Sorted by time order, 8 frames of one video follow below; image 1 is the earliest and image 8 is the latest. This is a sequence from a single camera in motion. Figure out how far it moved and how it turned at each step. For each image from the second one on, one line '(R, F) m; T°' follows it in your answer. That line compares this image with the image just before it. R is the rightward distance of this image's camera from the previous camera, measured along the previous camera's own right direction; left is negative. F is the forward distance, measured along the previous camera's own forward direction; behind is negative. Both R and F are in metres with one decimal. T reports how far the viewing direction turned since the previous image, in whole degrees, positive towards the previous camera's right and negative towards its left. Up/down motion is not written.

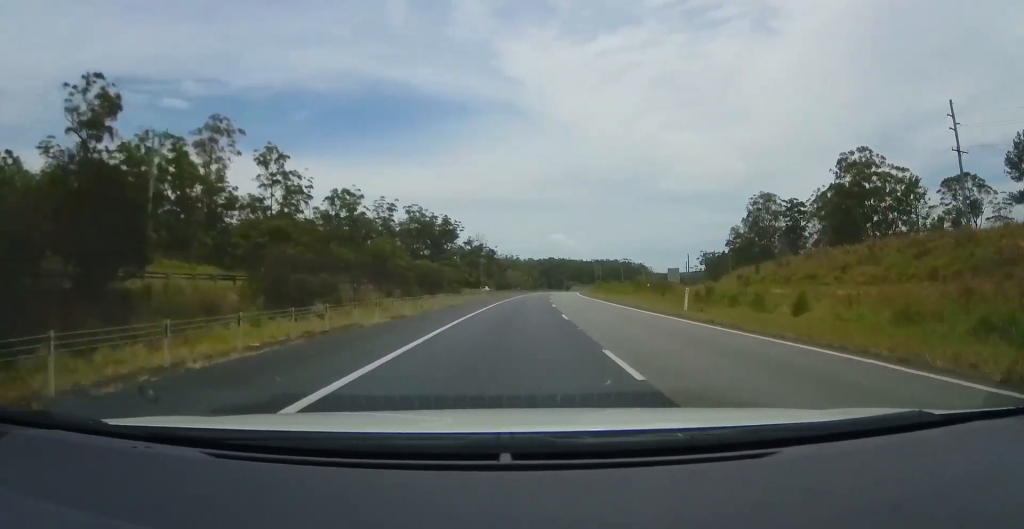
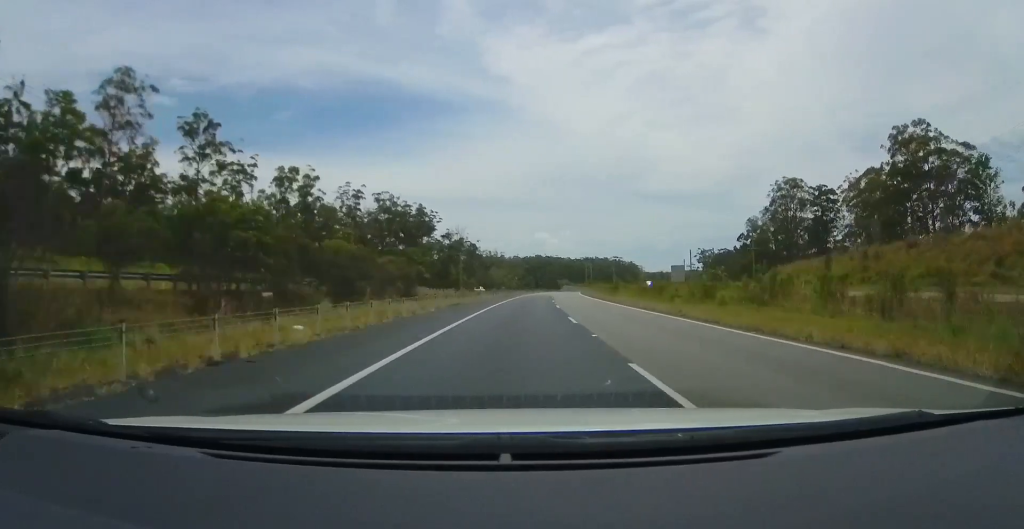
(+0.6, +24.9) m; +1°
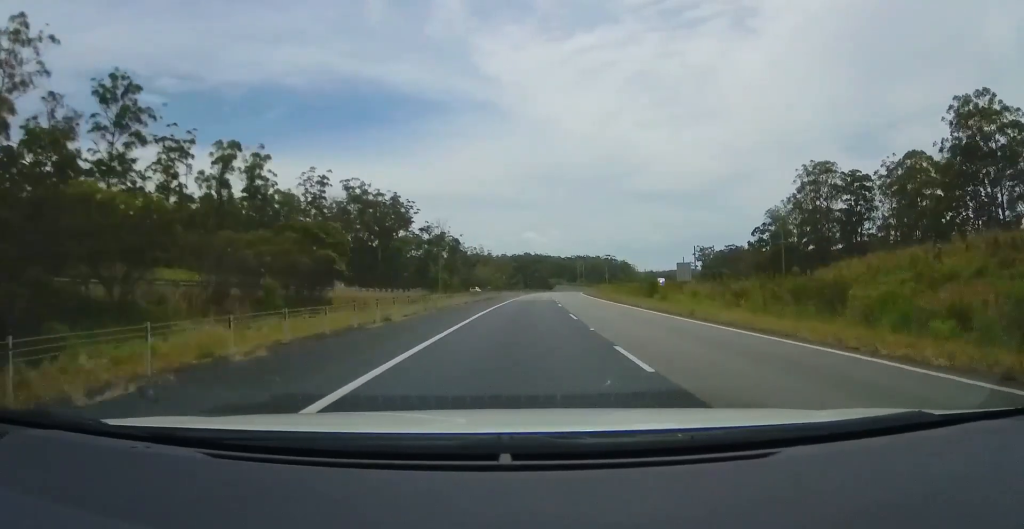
(-0.2, +22.7) m; +1°
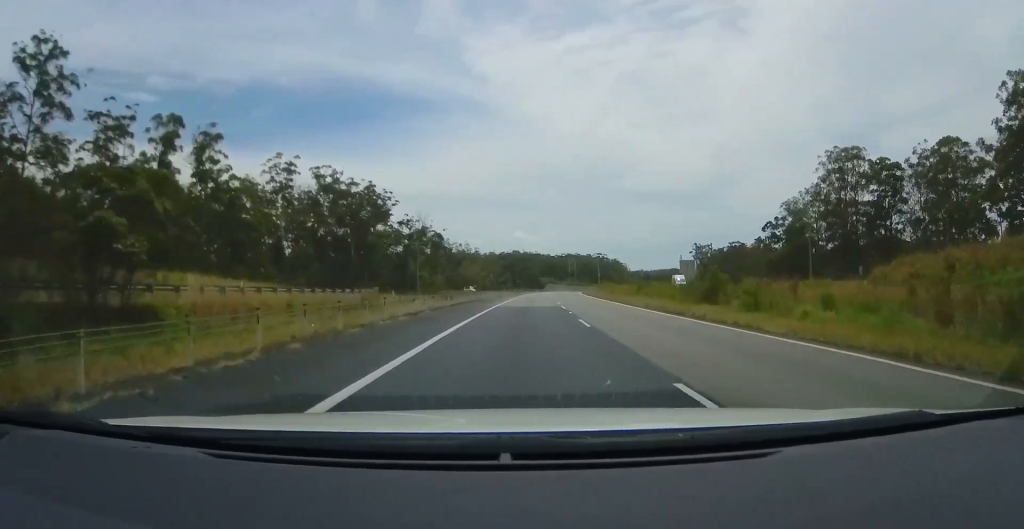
(+0.2, +15.5) m; +1°
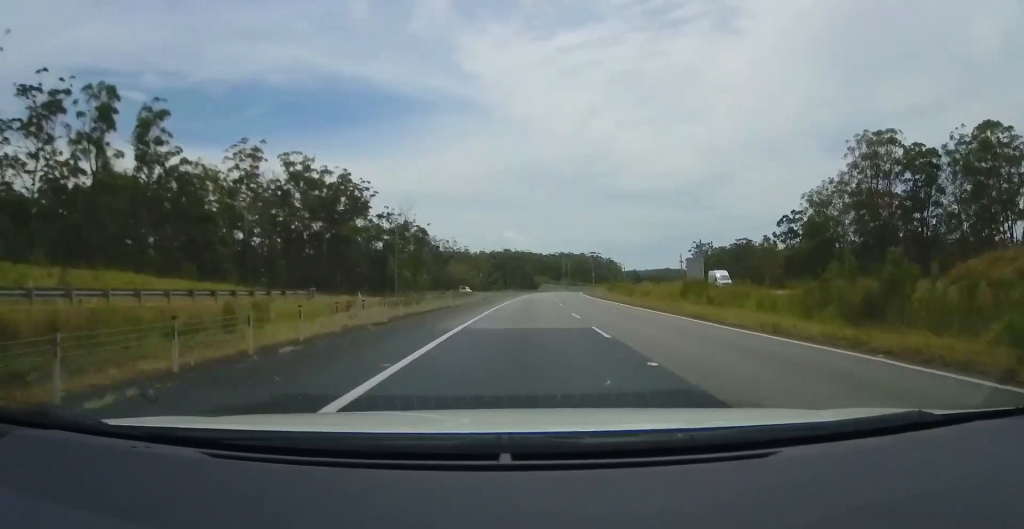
(+0.1, +15.5) m; +1°
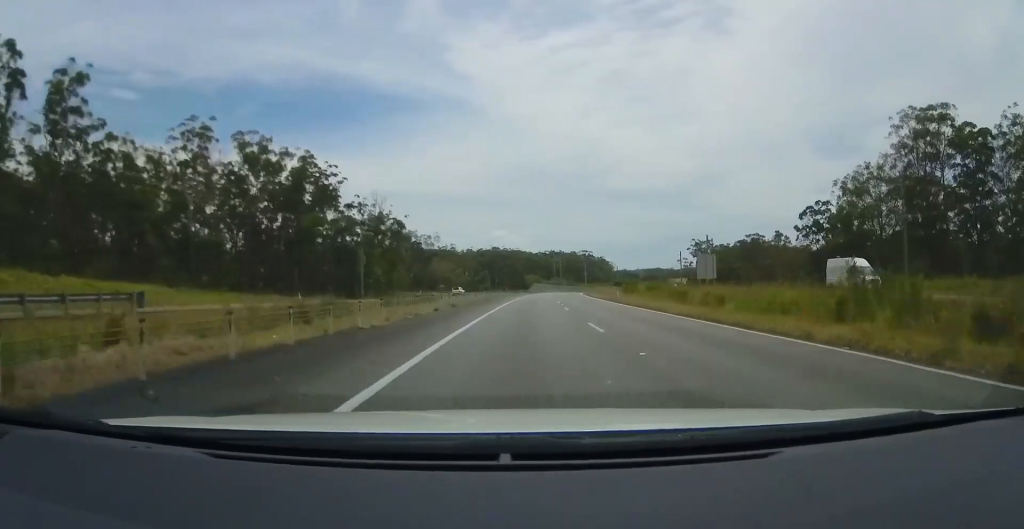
(+0.2, +17.9) m; +1°
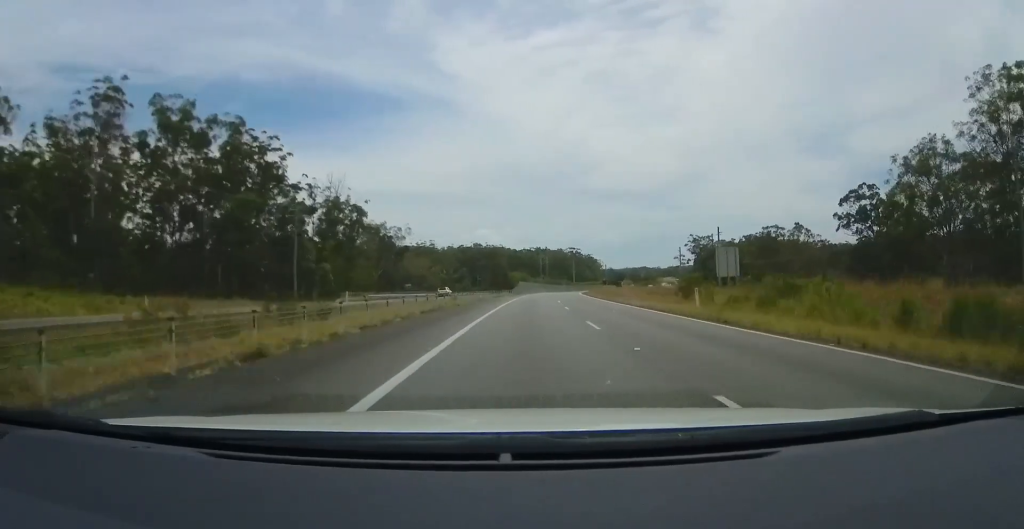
(+0.3, +23.9) m; +1°
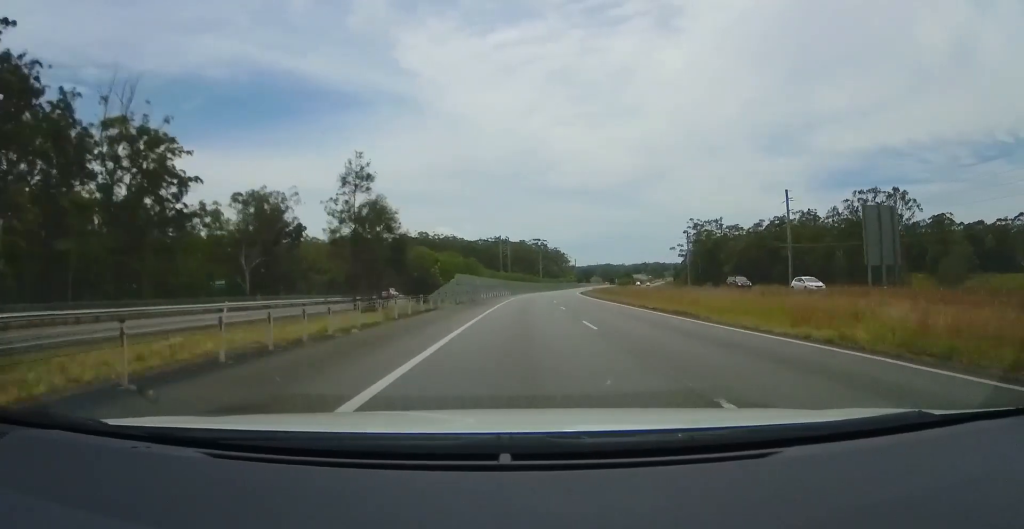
(+2.6, +61.7) m; +5°
